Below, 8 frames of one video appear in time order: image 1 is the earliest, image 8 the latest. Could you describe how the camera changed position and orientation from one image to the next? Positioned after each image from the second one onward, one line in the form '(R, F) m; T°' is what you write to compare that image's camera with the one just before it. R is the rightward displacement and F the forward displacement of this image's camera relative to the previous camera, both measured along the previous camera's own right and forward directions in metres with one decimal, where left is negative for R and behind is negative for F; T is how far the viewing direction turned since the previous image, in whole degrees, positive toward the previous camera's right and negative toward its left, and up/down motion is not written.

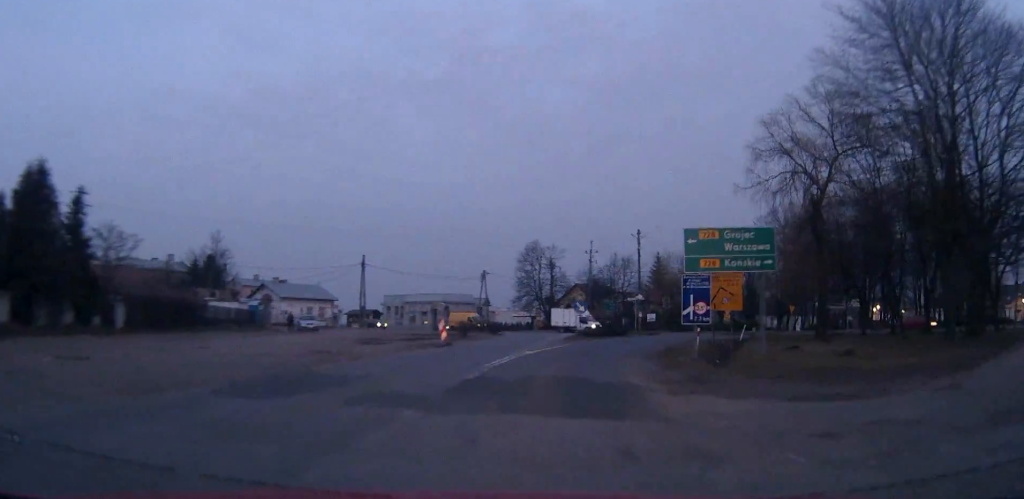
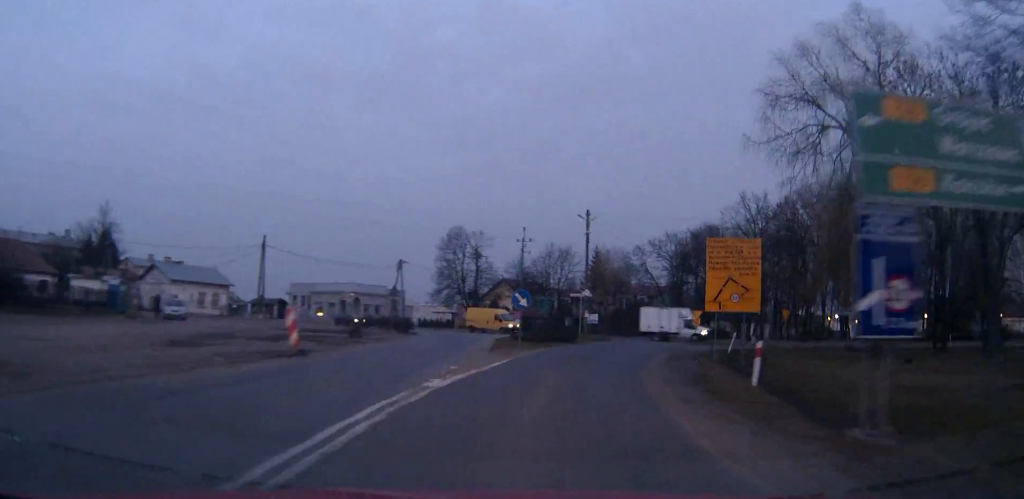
(+0.6, +14.5) m; +5°
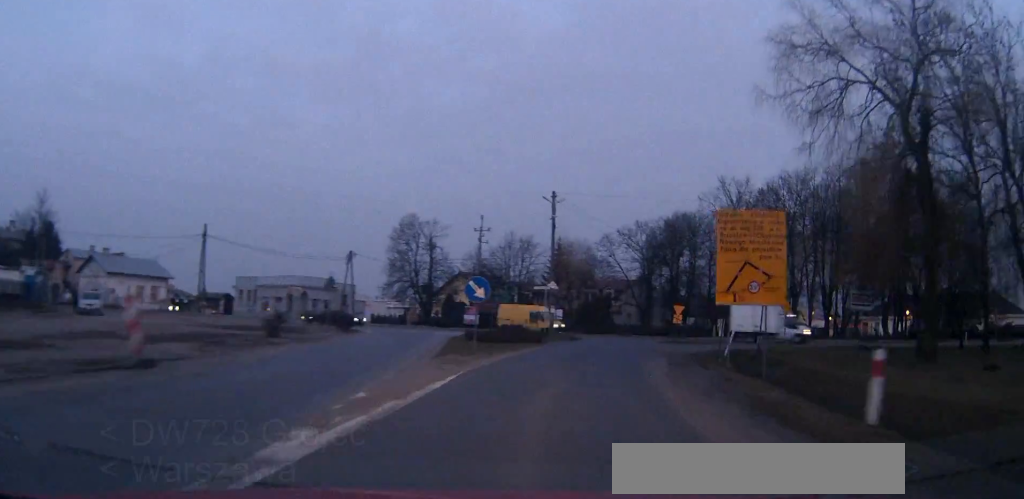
(+0.1, +7.2) m; +3°
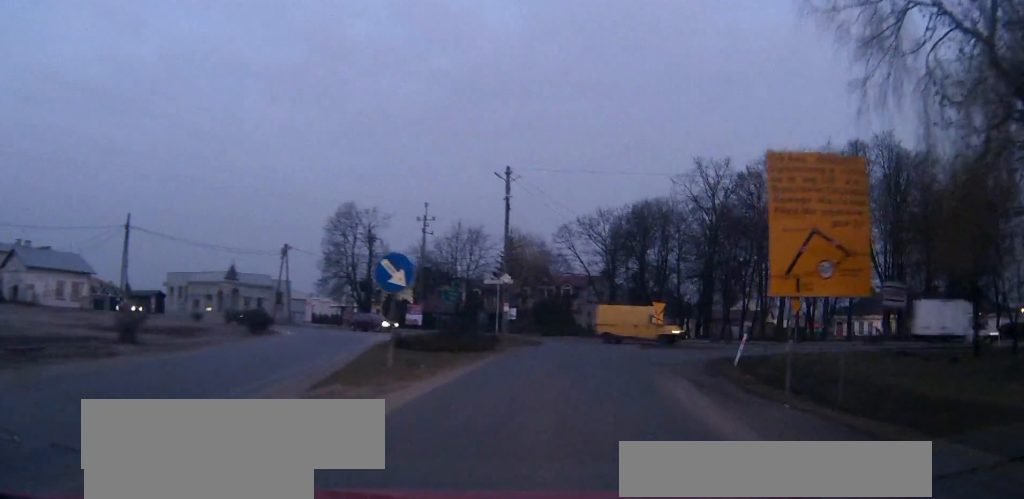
(+0.3, +9.0) m; +4°
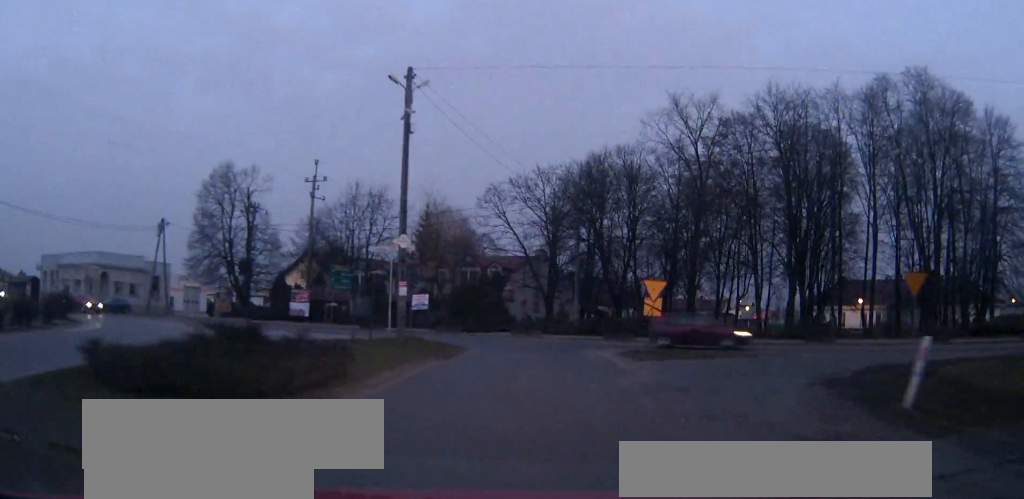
(+1.1, +17.1) m; +6°
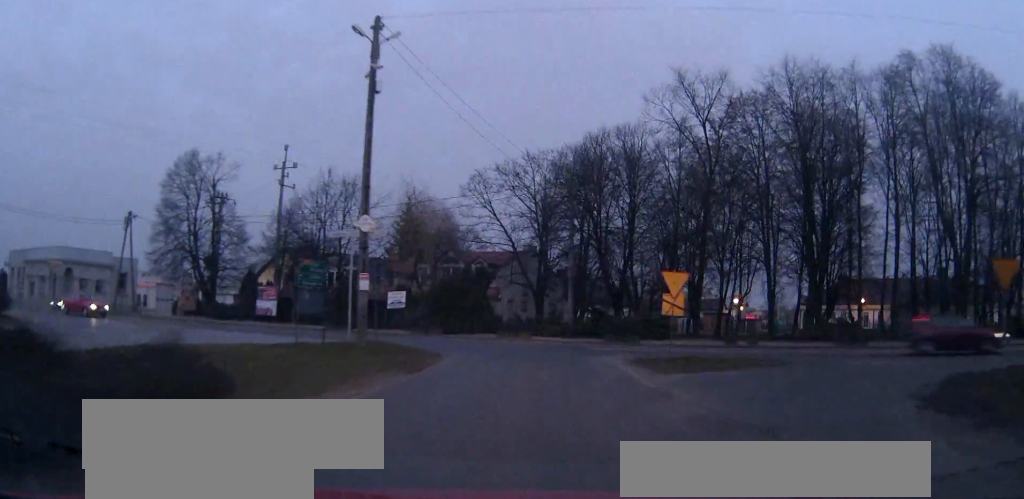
(+0.1, +5.2) m; +1°
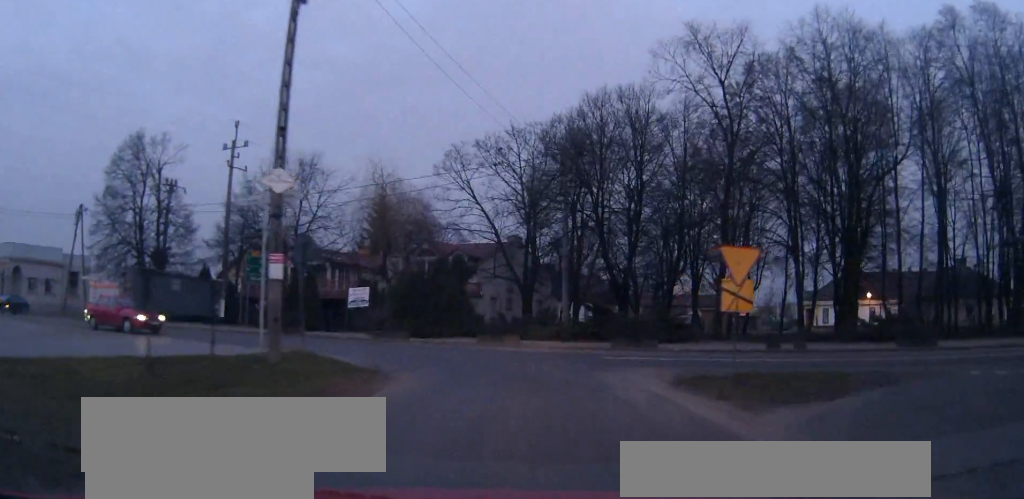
(+0.2, +7.6) m; +2°
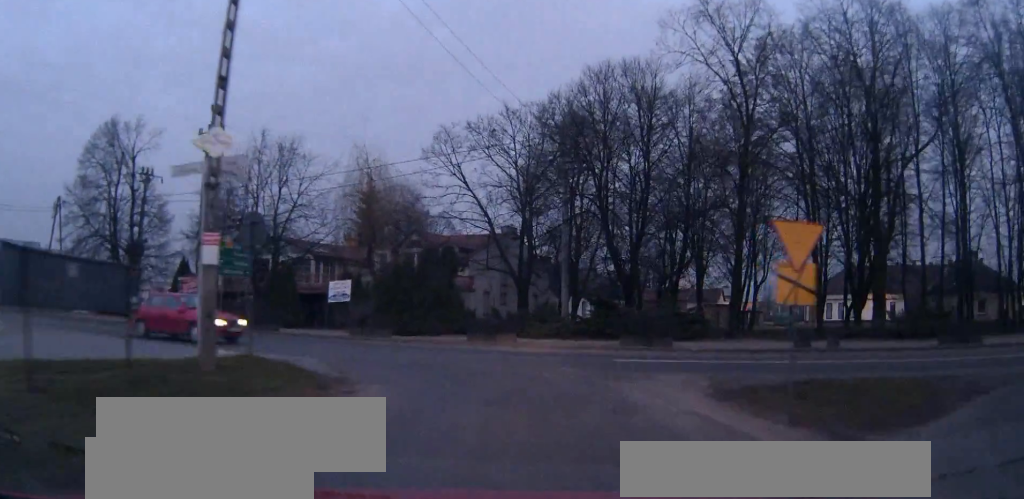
(0.0, +3.5) m; 0°
